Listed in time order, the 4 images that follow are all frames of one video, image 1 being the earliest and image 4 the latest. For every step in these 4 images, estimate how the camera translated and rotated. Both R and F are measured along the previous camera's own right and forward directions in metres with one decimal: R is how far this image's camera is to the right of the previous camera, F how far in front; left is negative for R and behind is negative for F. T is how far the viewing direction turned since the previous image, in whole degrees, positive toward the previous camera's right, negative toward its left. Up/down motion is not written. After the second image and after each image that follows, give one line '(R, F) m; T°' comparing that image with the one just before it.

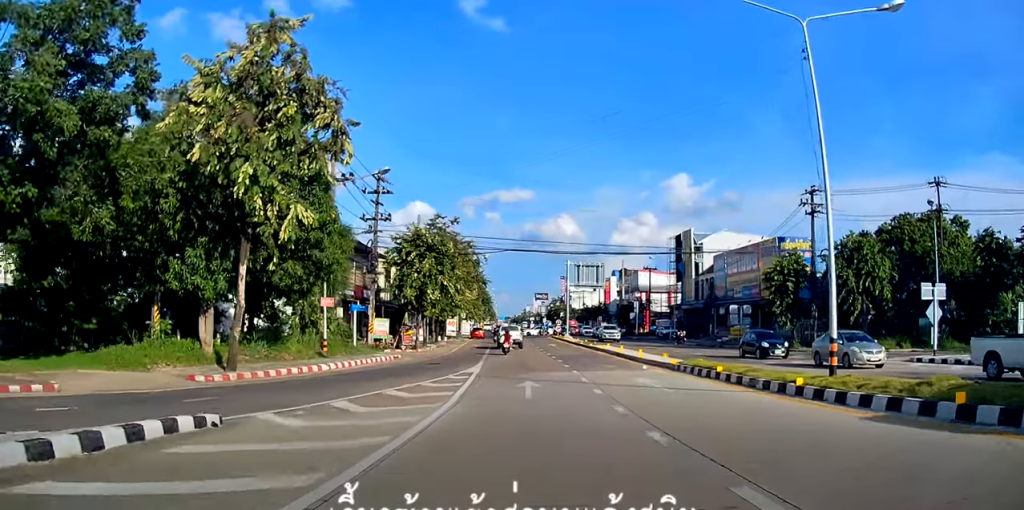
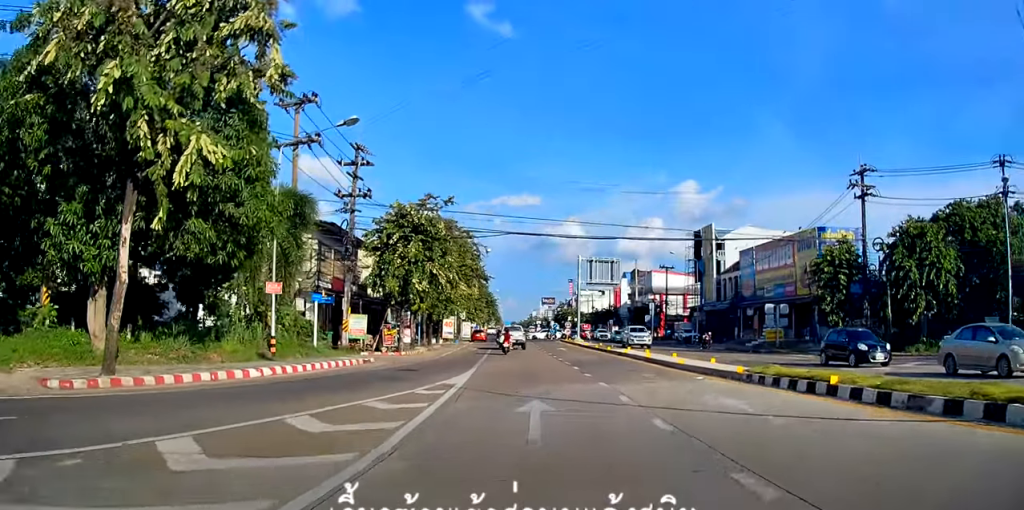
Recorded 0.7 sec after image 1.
(0.0, +7.1) m; -1°
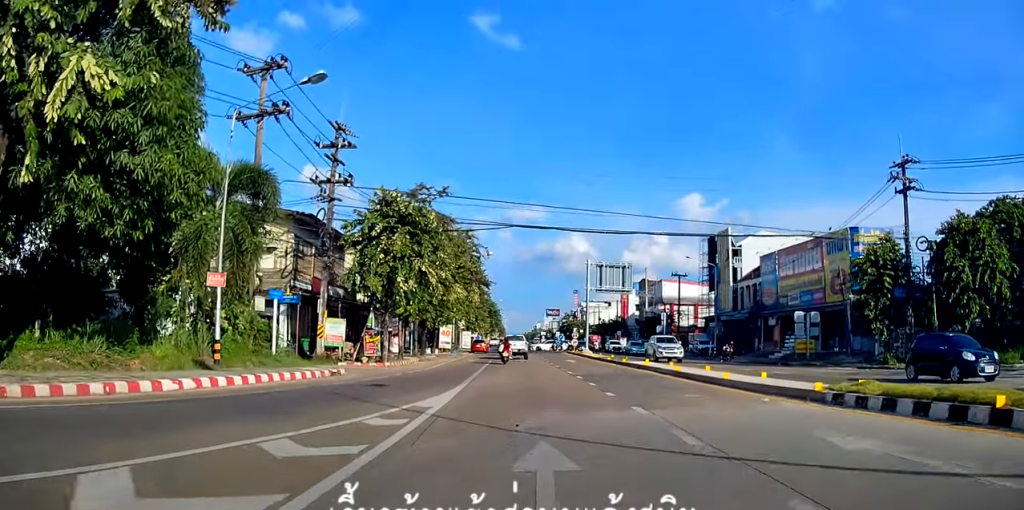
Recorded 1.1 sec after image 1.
(0.0, +5.0) m; -1°
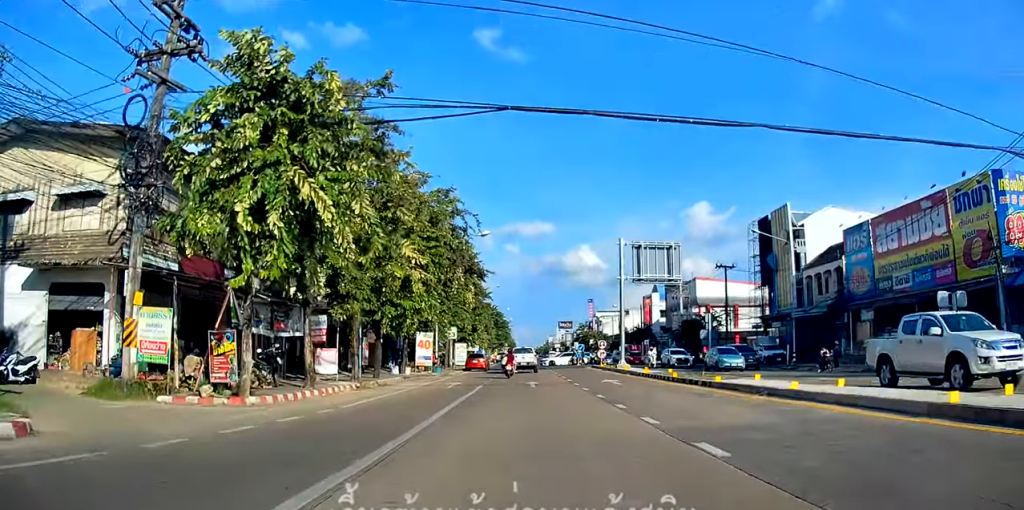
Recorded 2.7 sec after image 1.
(-0.5, +17.2) m; -4°
